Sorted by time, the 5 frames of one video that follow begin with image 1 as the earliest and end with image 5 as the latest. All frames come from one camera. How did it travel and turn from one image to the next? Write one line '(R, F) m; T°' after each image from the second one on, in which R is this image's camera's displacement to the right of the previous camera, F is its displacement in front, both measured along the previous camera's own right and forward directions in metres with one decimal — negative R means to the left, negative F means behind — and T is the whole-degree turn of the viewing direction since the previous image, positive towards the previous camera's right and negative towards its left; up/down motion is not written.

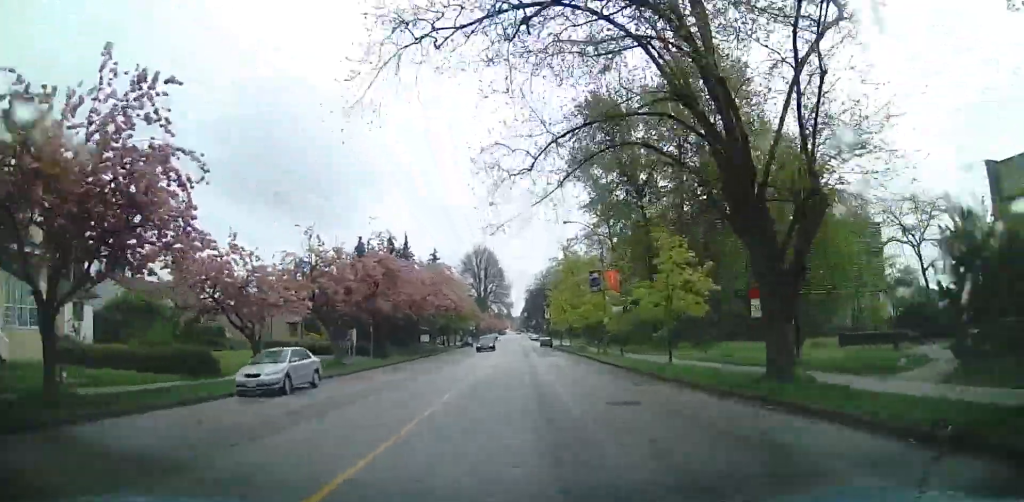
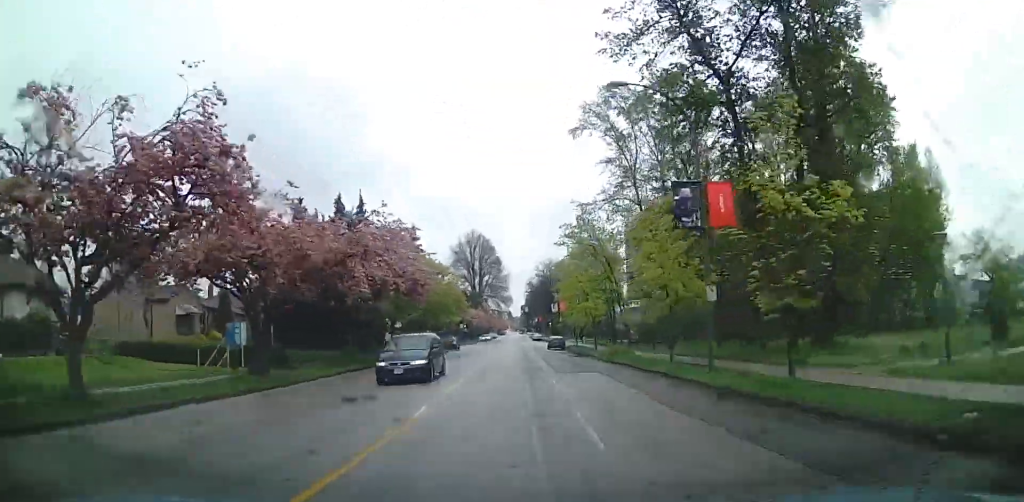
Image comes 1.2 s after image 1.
(+0.2, +22.1) m; -1°
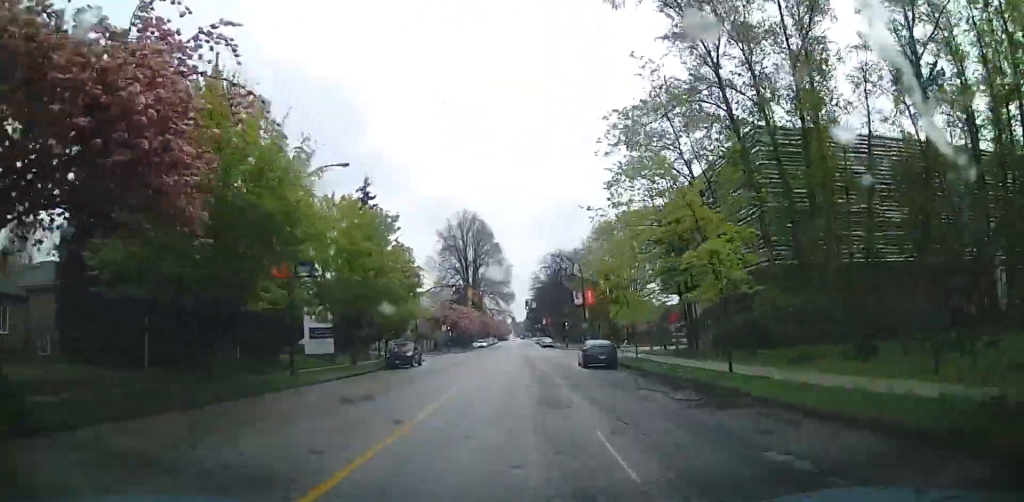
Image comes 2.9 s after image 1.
(-0.5, +29.8) m; -1°
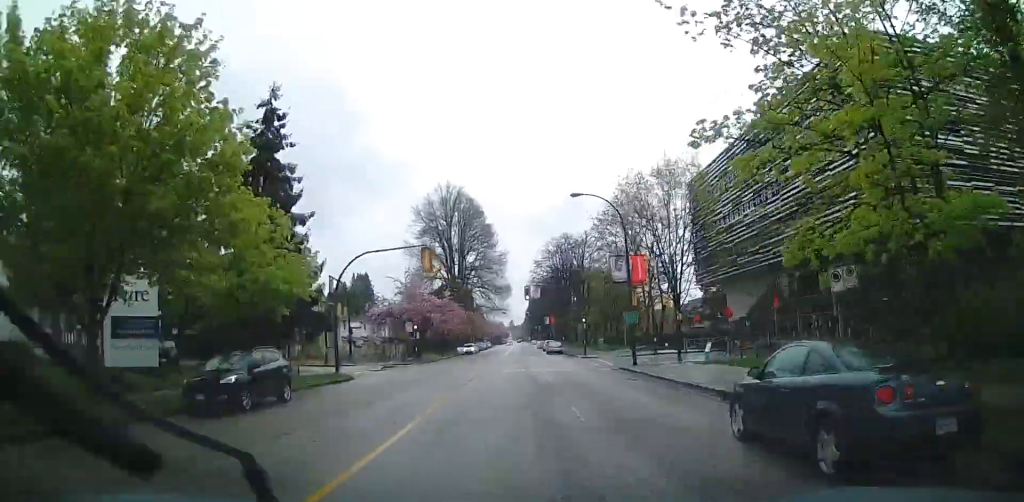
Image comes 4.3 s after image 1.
(0.0, +24.2) m; 0°
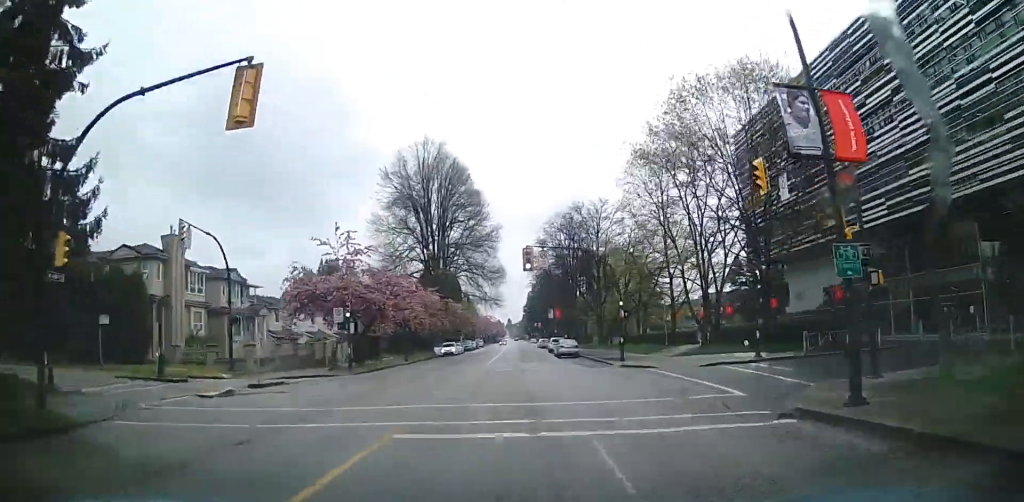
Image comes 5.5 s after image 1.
(0.0, +21.7) m; +1°
